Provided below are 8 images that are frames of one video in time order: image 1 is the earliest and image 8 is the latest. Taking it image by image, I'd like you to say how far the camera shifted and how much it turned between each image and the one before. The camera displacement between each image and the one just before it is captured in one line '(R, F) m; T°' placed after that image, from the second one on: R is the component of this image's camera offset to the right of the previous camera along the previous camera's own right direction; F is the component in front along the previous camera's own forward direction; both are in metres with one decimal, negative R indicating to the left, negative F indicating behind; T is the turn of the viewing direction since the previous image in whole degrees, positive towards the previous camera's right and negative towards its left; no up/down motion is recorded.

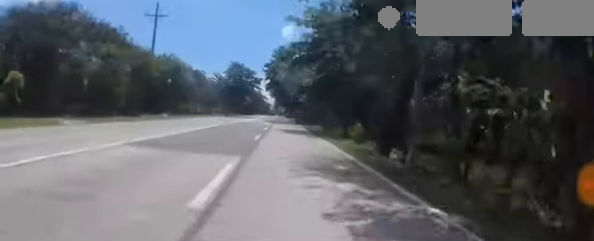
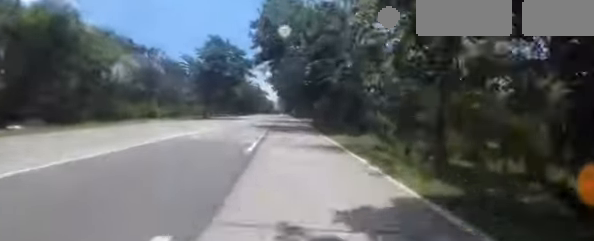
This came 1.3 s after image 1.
(0.0, +21.8) m; 0°
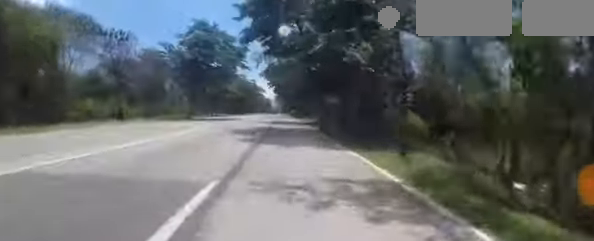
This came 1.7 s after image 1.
(0.0, +6.5) m; 0°
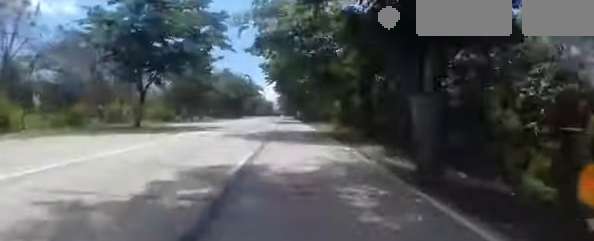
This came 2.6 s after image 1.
(0.0, +14.5) m; -1°
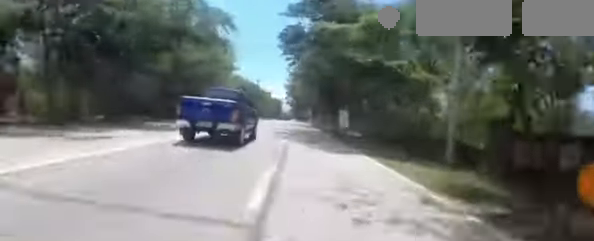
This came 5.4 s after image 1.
(-0.7, +46.7) m; -1°
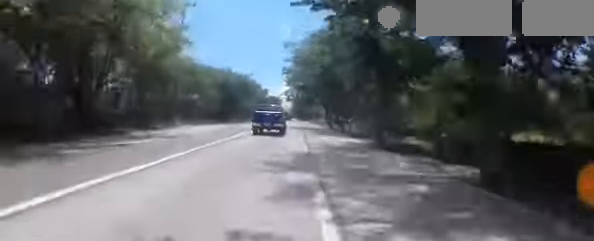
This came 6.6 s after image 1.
(-0.1, +20.1) m; +1°
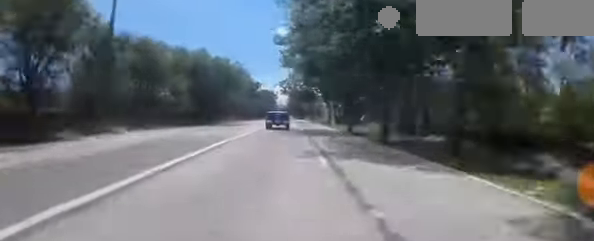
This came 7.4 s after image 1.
(+0.6, +12.2) m; -1°
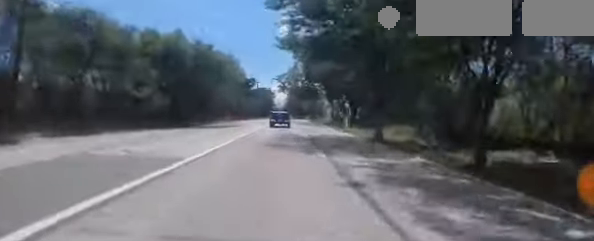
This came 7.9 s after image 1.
(-0.3, +8.7) m; 0°
